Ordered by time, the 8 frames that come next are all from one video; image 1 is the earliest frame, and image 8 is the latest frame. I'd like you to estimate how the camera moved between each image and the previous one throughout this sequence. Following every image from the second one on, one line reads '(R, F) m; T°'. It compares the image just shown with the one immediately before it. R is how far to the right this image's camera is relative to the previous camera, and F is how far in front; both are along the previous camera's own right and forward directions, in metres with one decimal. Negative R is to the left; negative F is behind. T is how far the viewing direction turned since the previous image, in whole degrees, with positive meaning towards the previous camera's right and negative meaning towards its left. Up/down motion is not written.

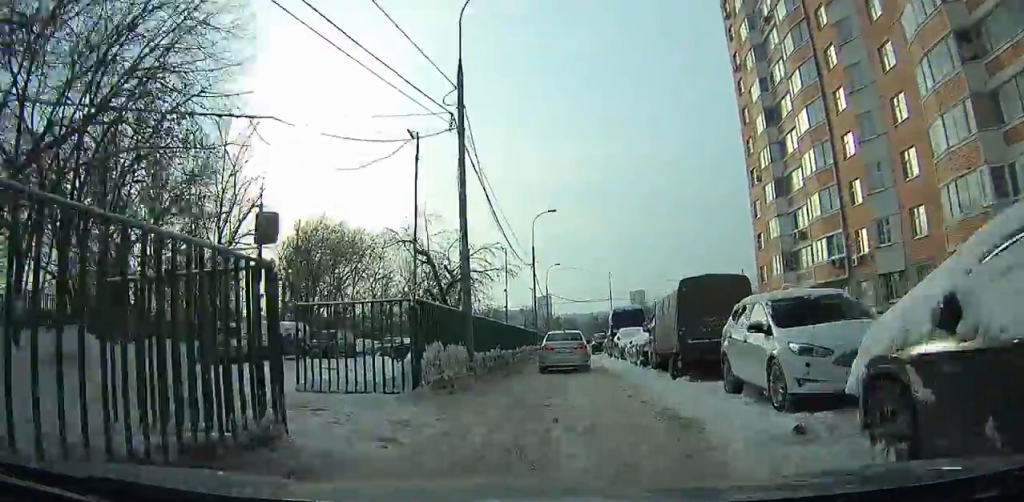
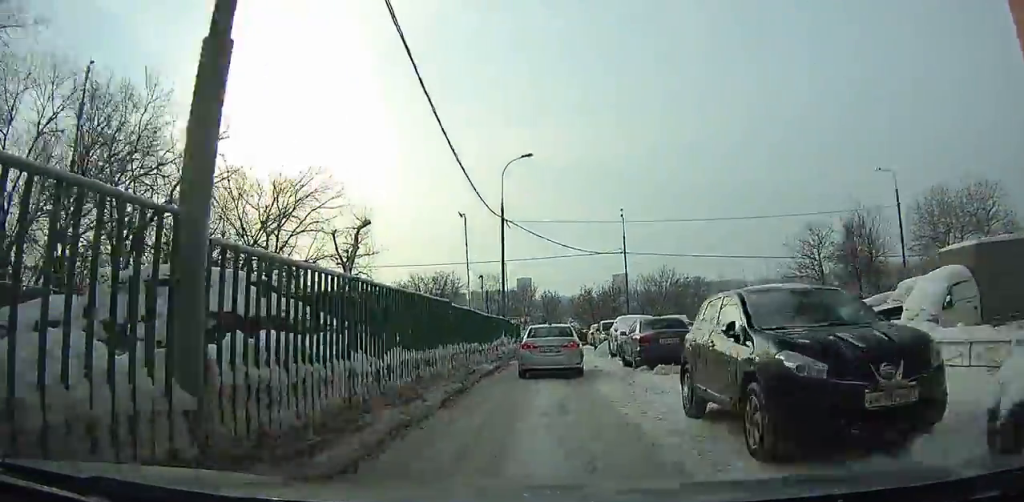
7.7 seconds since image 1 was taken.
(+8.7, +36.3) m; +17°
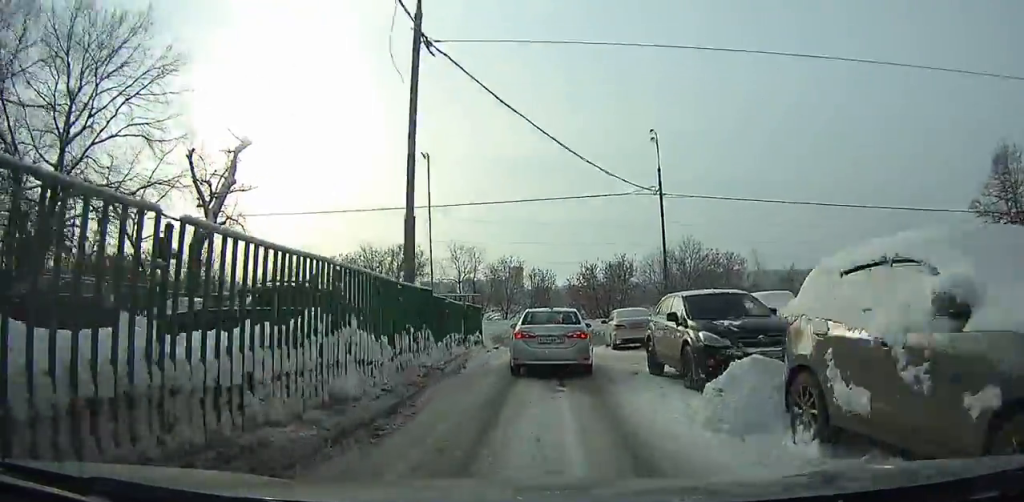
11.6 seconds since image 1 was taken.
(-3.3, +18.5) m; -29°
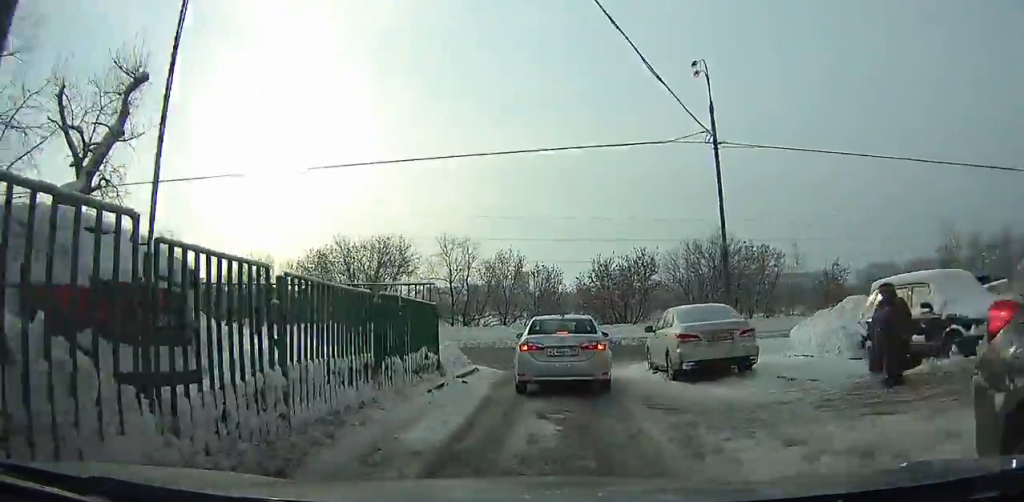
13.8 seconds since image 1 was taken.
(-2.7, +9.9) m; -8°
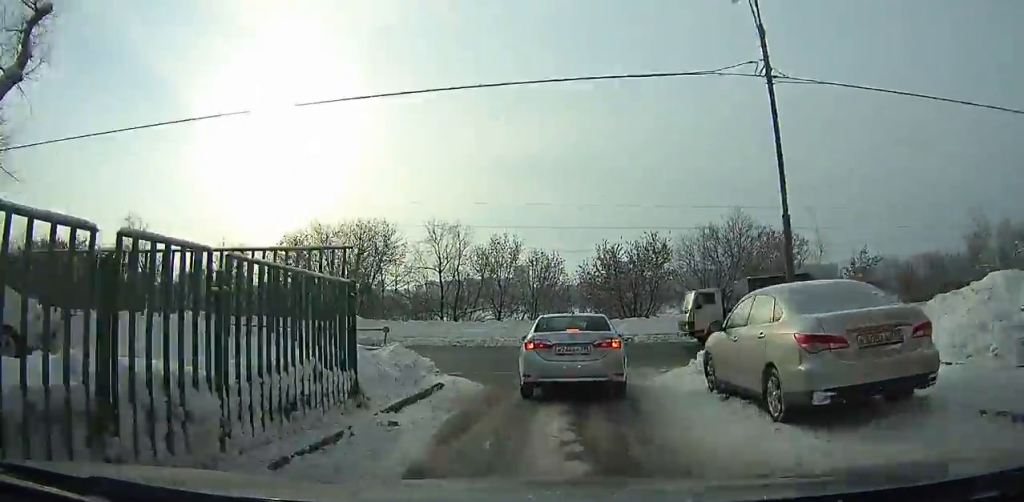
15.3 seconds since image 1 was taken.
(+0.1, +7.1) m; +12°
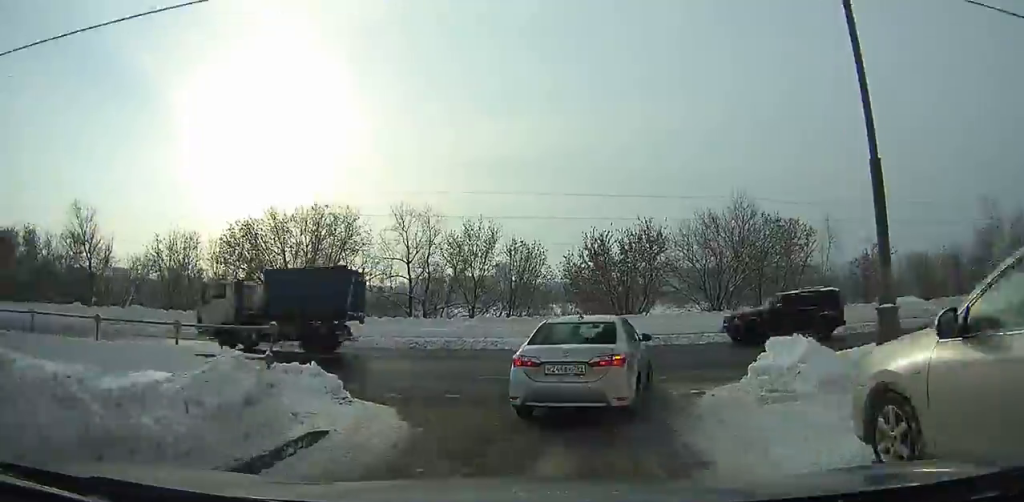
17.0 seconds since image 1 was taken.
(+0.9, +7.9) m; +16°
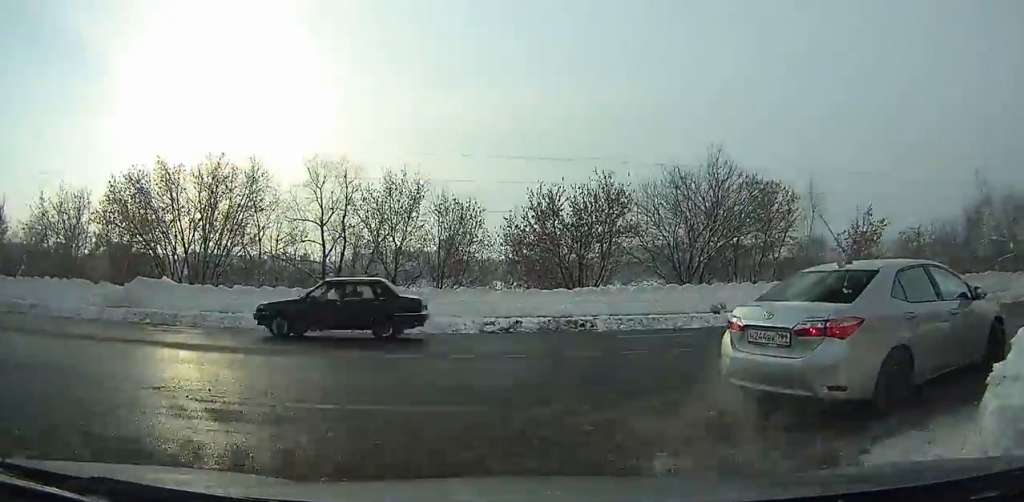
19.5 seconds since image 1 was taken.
(+2.7, +12.4) m; +25°
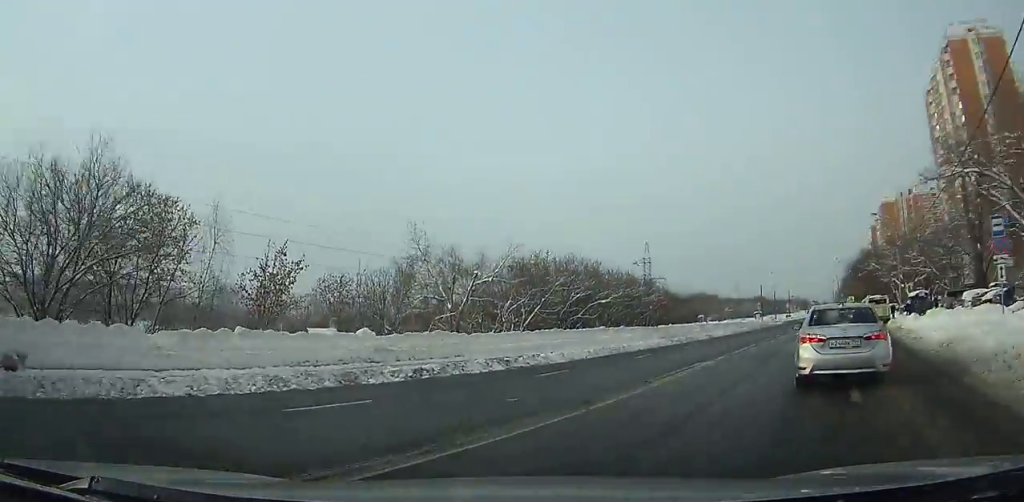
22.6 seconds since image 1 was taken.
(+4.0, +18.8) m; +17°
